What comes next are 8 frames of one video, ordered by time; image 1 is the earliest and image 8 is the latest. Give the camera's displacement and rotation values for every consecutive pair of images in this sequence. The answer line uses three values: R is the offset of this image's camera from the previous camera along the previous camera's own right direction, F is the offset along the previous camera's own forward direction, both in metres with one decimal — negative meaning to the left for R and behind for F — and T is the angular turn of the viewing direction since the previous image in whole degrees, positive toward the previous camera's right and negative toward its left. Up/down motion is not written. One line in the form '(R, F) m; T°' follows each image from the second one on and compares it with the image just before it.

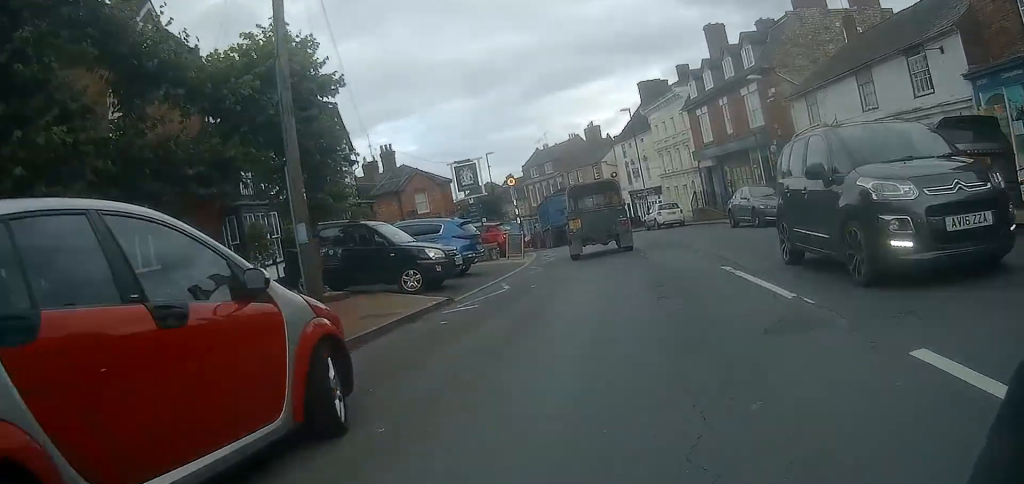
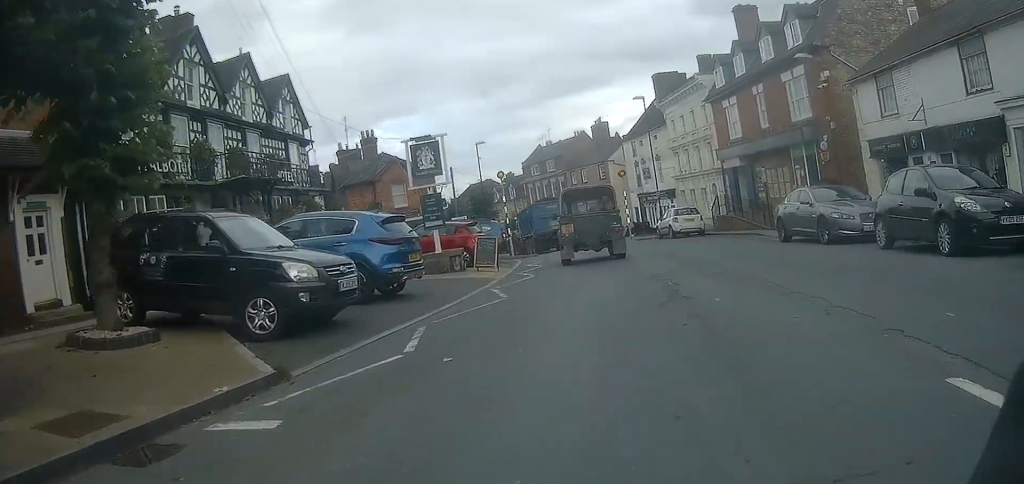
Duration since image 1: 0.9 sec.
(0.0, +6.4) m; -1°
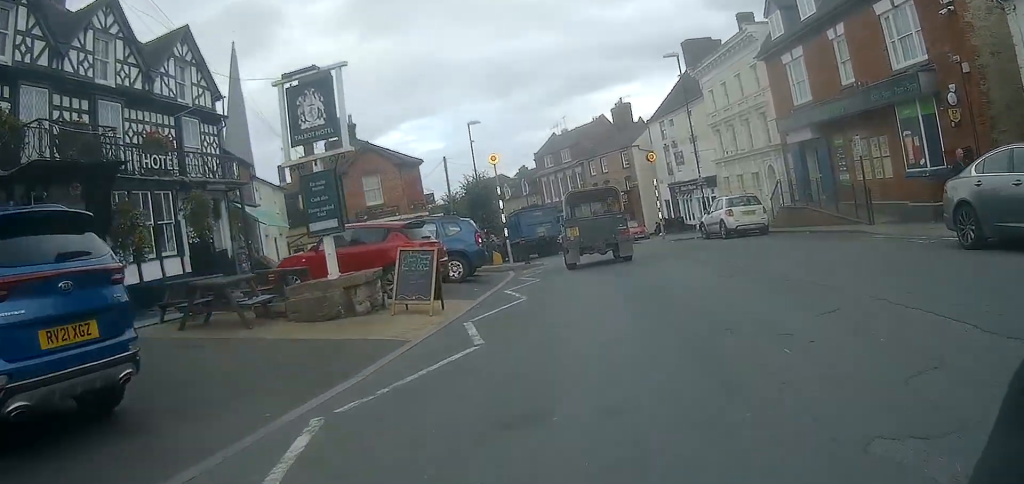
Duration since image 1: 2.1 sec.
(-0.1, +8.6) m; 0°
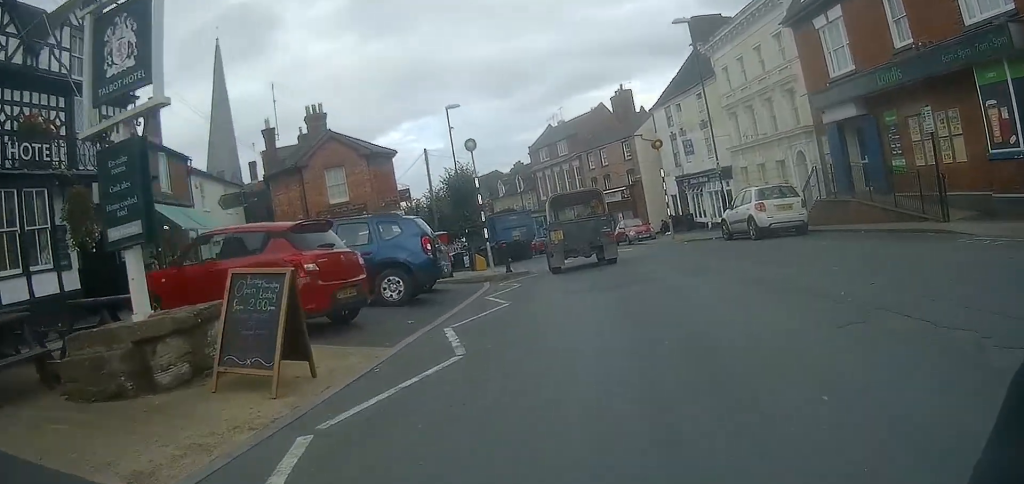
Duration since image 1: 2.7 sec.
(0.0, +4.6) m; 0°
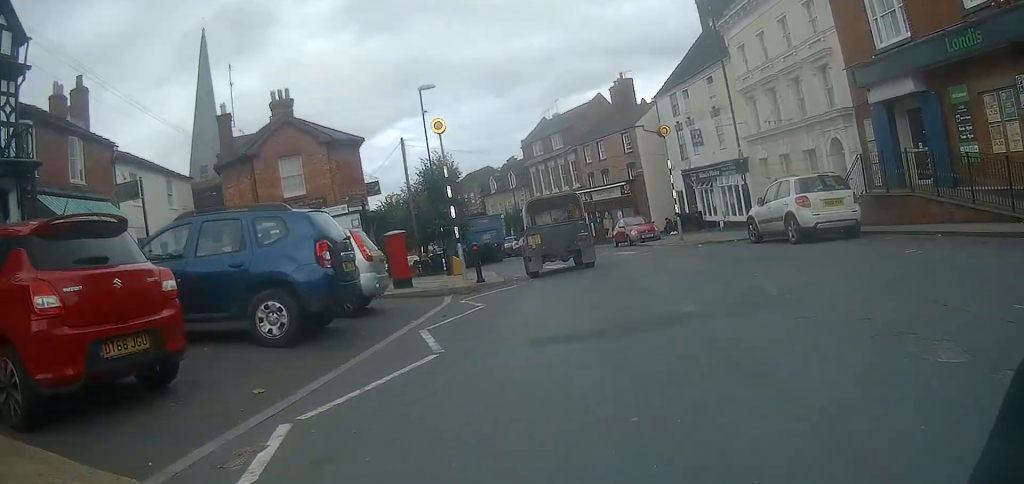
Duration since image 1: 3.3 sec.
(+0.1, +4.1) m; -1°
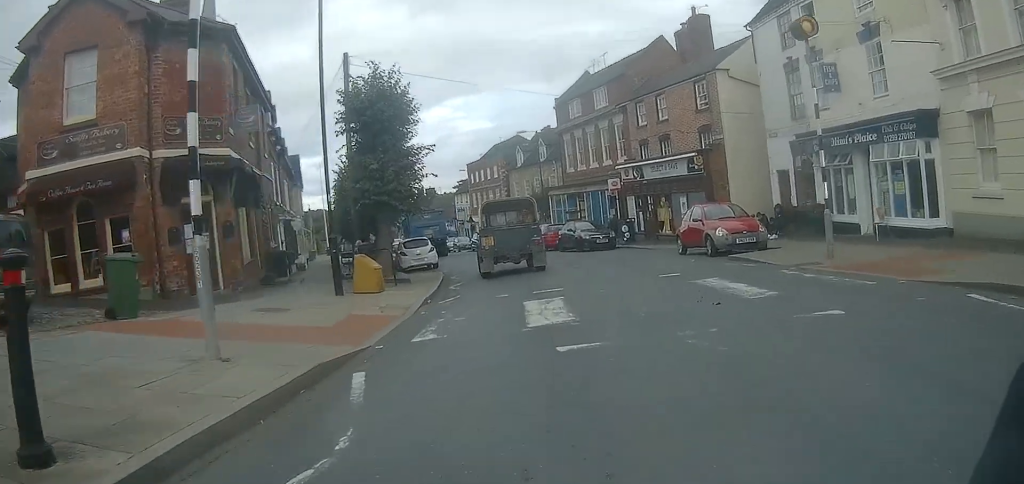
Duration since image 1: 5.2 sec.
(-0.7, +13.8) m; -8°
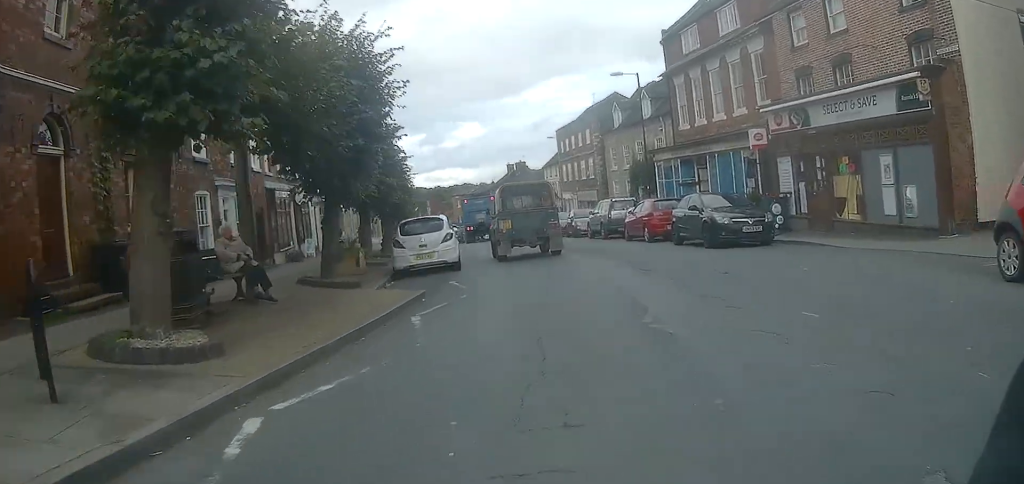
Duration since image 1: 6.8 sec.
(-1.1, +11.7) m; -10°
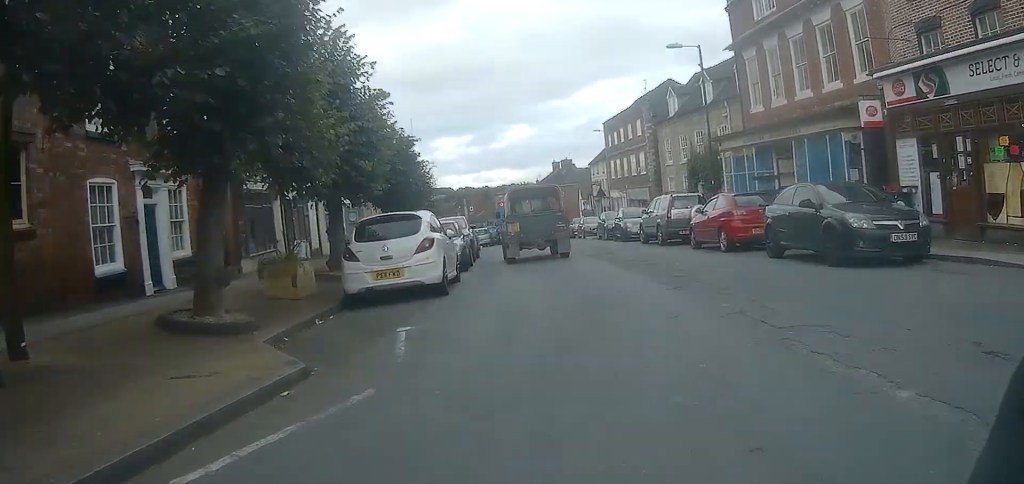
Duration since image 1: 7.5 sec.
(-0.2, +5.6) m; -1°
